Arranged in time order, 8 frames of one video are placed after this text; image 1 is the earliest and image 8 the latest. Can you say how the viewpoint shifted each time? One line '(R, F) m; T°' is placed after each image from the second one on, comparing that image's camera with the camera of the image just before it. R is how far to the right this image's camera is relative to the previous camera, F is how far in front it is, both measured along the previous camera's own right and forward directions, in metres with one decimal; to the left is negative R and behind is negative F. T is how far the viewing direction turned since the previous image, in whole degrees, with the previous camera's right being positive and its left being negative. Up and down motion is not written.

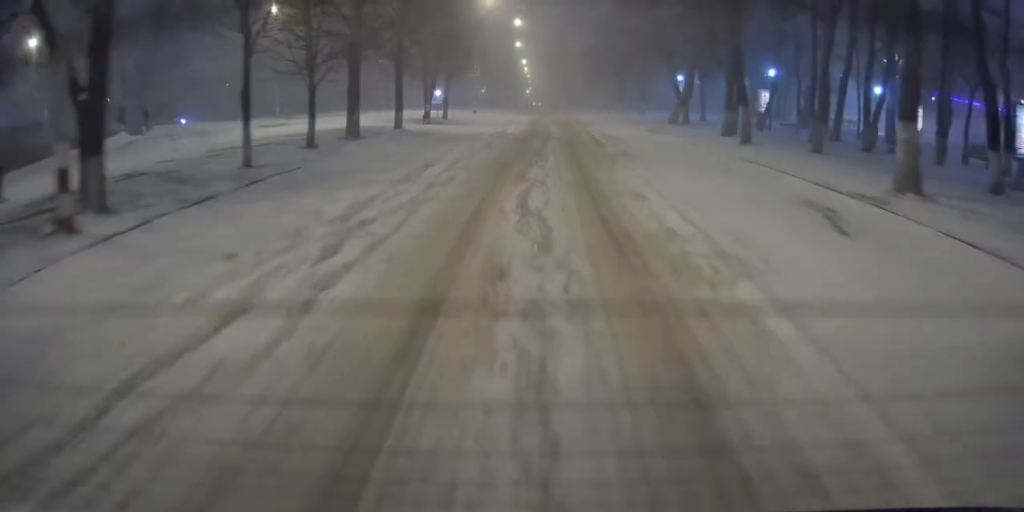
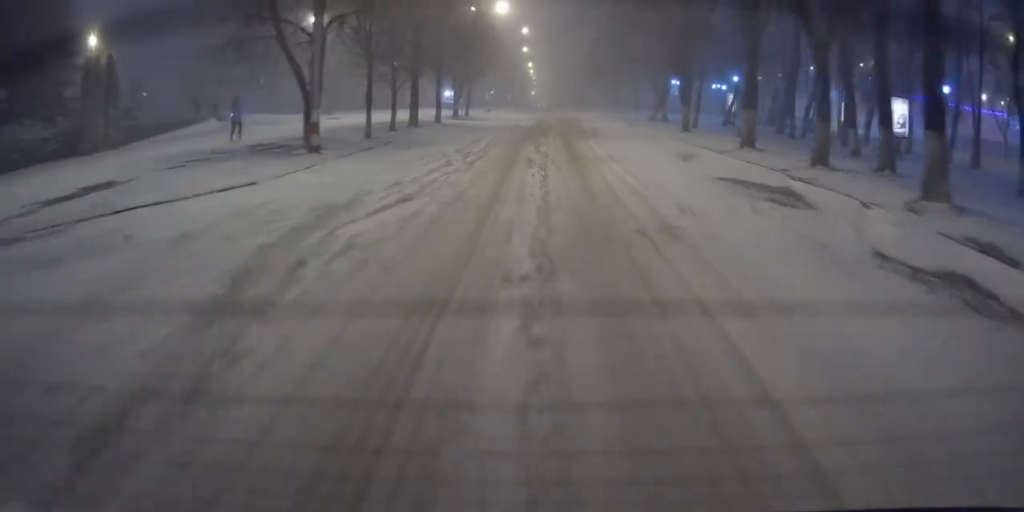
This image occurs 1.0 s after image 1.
(-0.1, +9.4) m; 0°
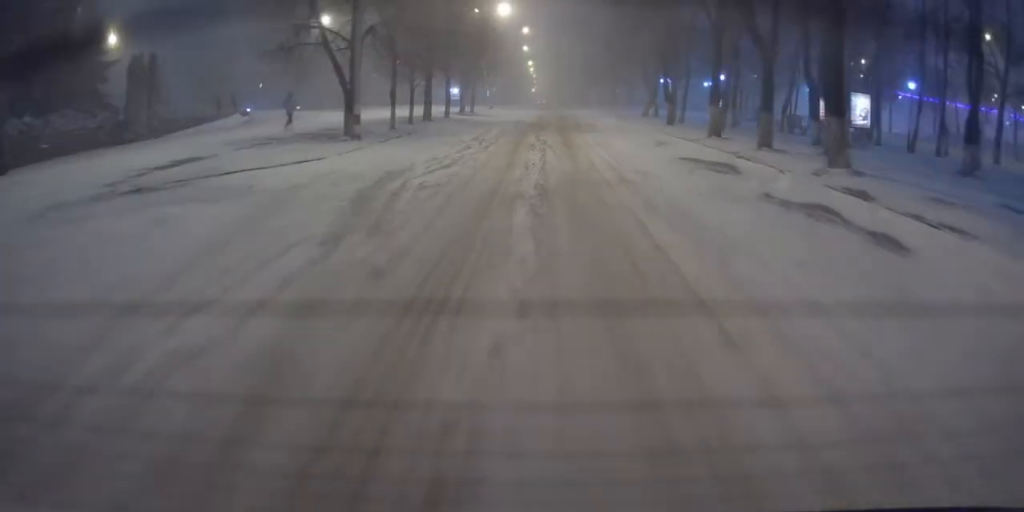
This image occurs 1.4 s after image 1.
(0.0, +3.9) m; 0°
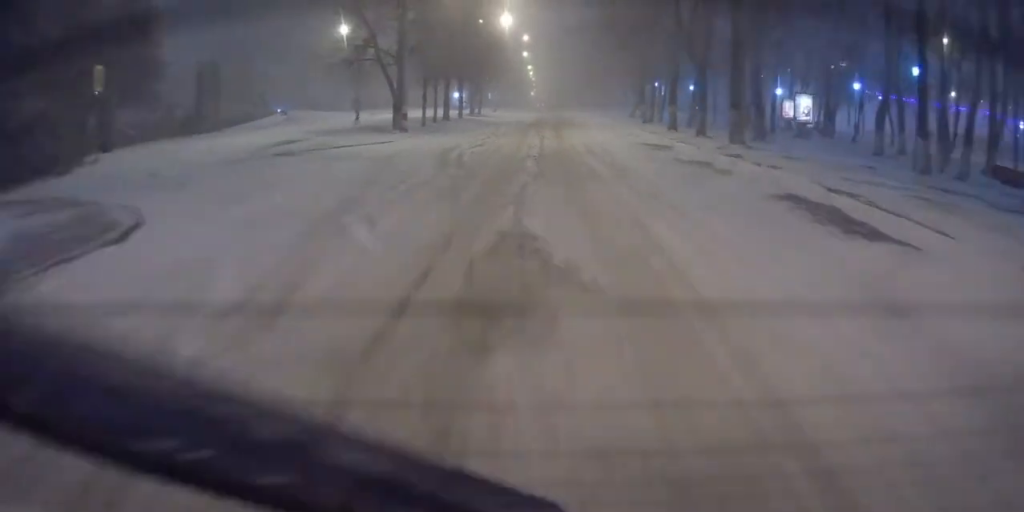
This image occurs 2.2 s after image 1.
(0.0, +7.9) m; 0°
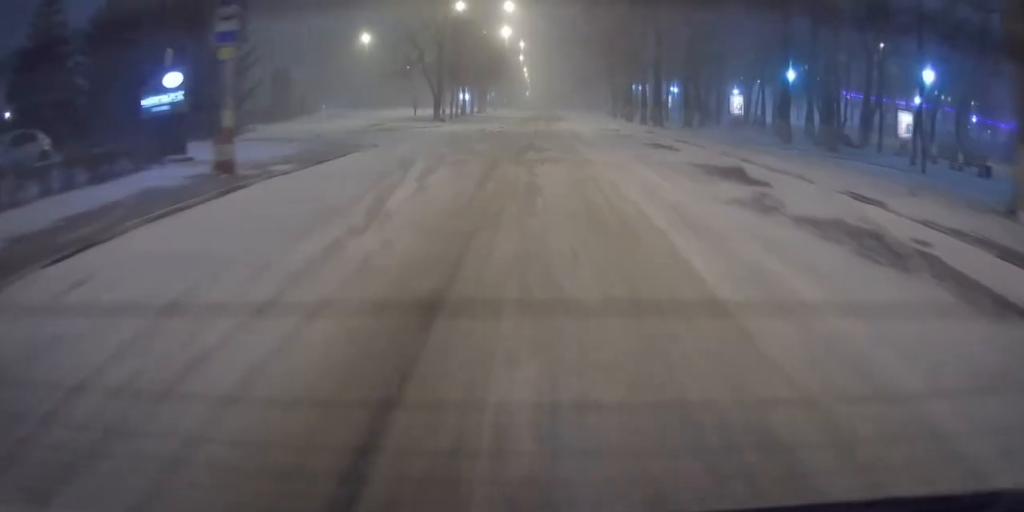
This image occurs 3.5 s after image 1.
(0.0, +13.0) m; +1°
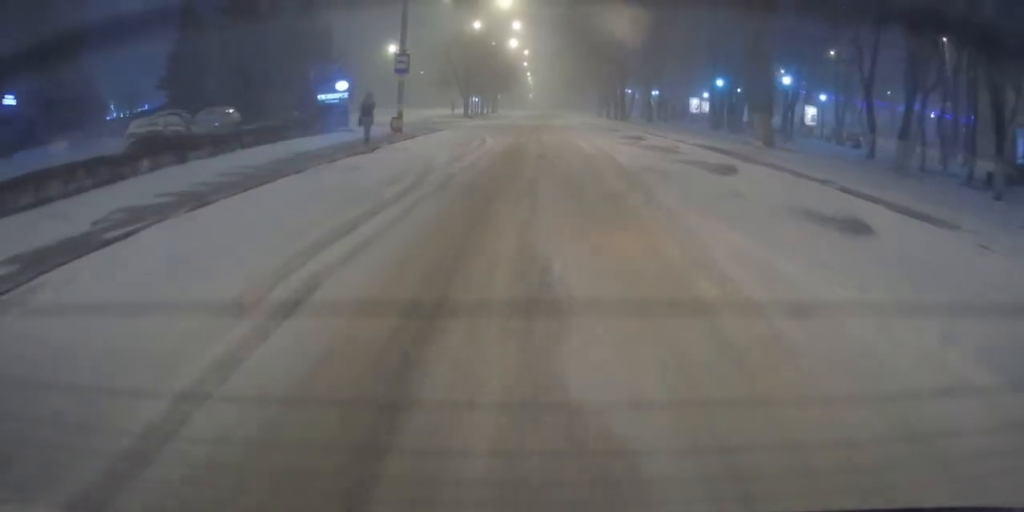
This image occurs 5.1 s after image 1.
(+0.1, +15.5) m; 0°
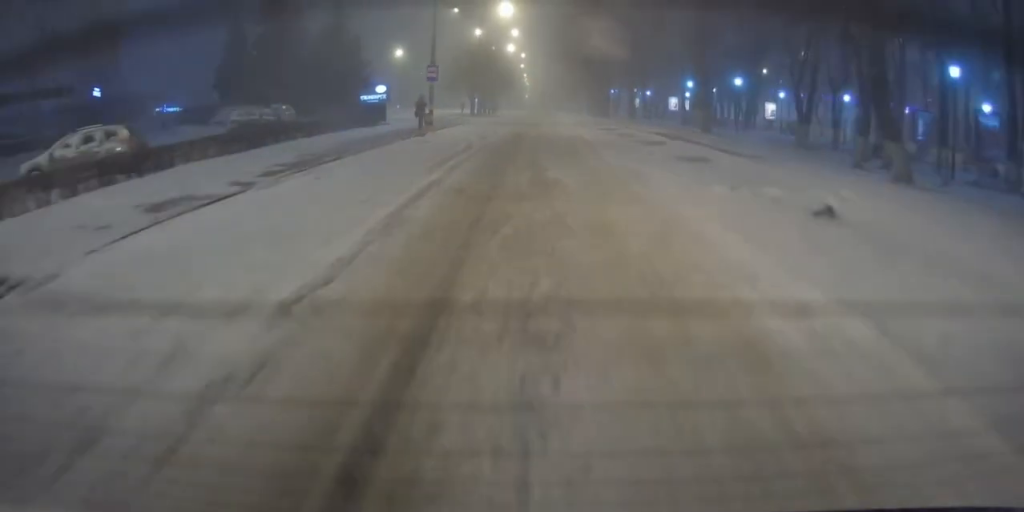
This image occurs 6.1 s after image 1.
(0.0, +8.7) m; -1°
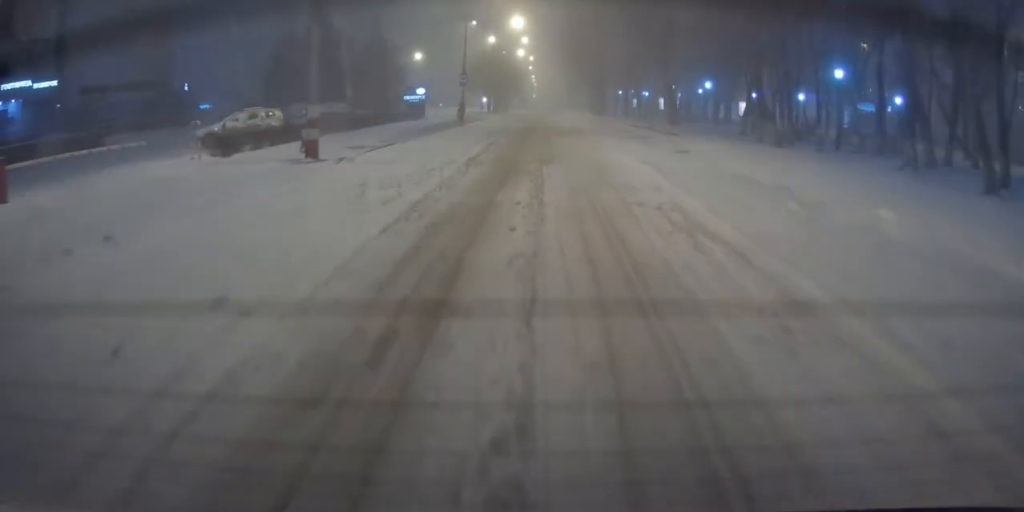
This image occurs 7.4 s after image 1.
(-0.3, +11.1) m; -2°
